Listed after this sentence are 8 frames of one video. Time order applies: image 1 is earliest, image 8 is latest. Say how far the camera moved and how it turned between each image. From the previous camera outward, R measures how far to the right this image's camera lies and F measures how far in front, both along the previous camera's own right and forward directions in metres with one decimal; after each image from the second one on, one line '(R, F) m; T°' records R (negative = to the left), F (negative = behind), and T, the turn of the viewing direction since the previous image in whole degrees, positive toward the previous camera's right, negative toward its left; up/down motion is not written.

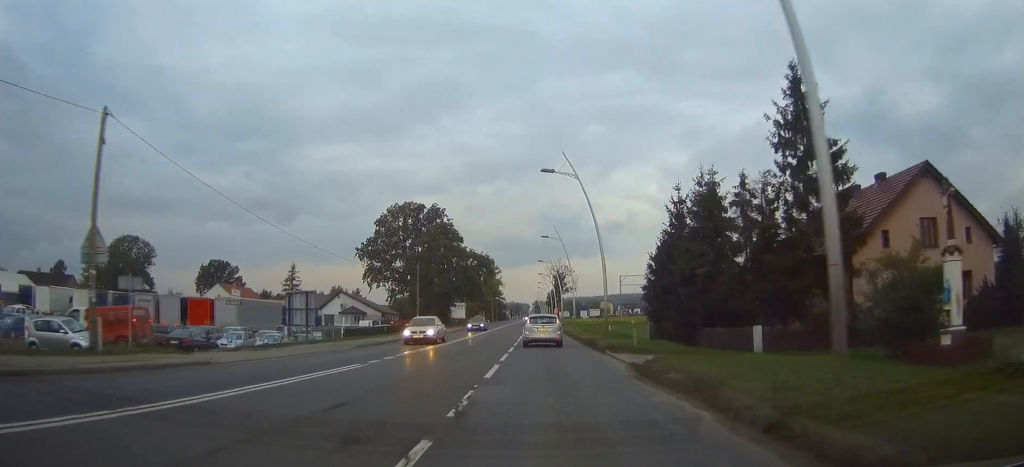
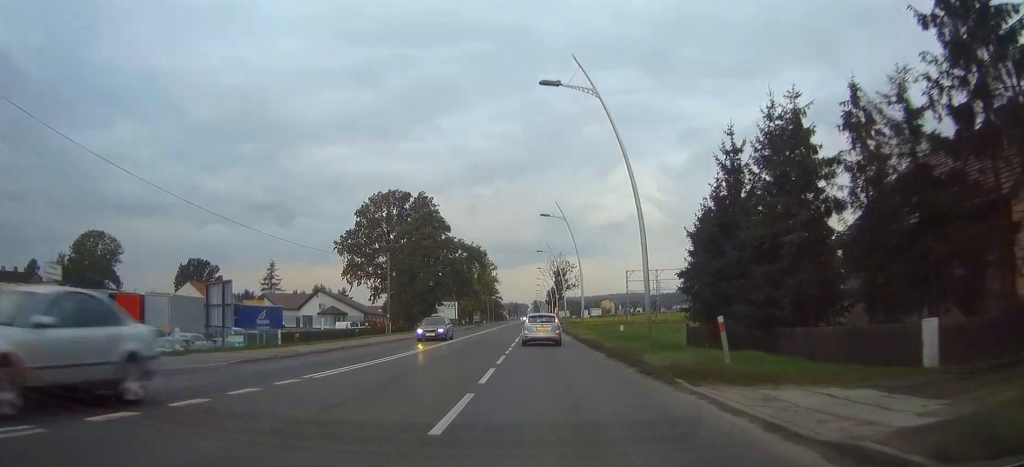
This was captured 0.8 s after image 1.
(0.0, +13.2) m; 0°
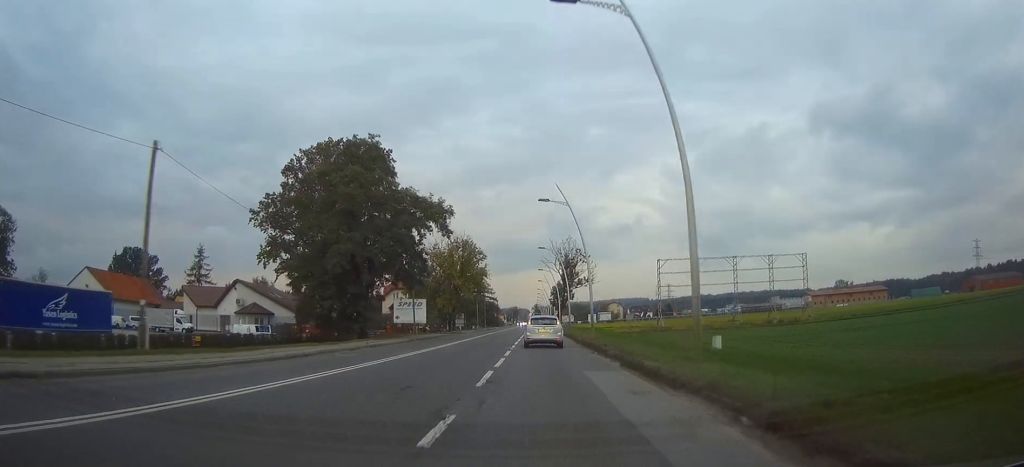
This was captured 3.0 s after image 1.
(+0.2, +36.0) m; 0°
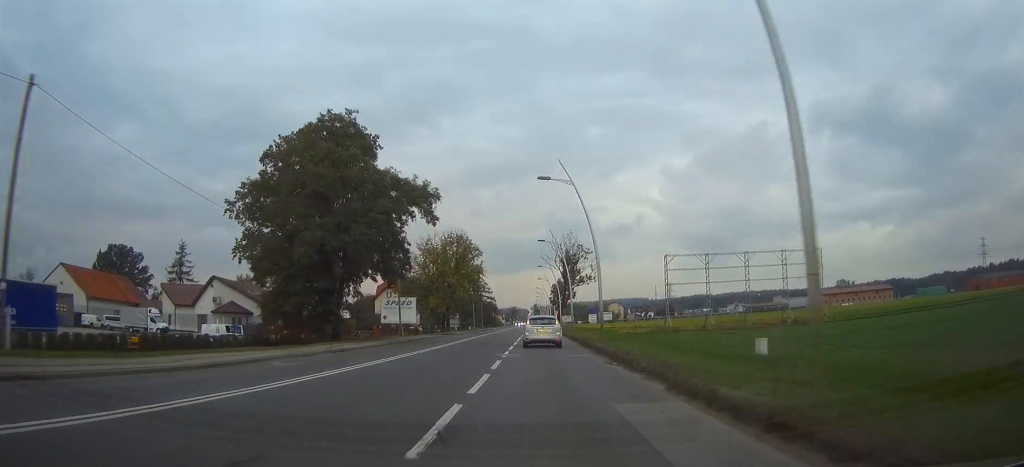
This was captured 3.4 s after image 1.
(+0.1, +6.7) m; 0°
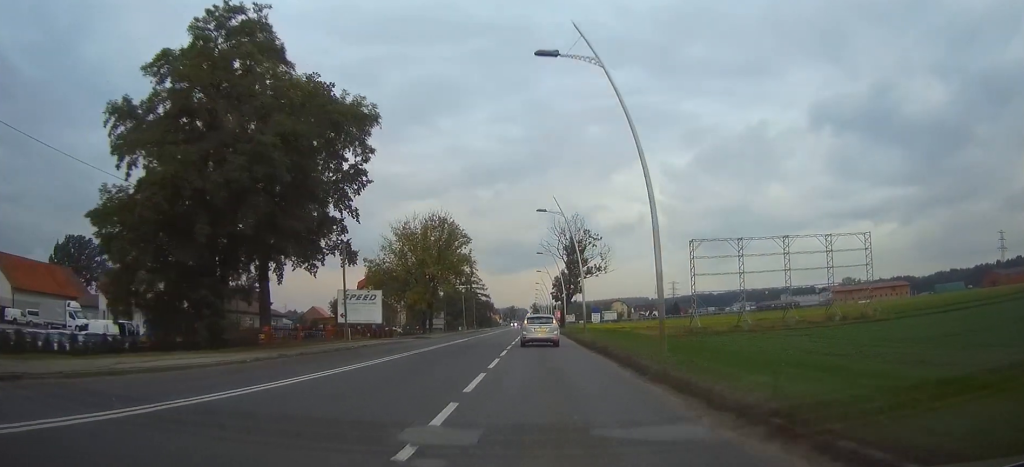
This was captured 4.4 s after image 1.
(-0.2, +17.3) m; 0°
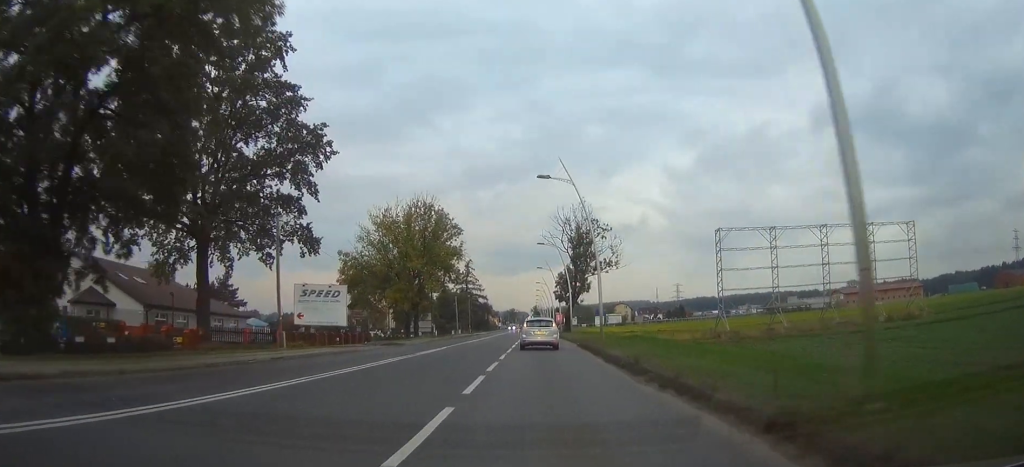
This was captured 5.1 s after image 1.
(0.0, +11.9) m; 0°
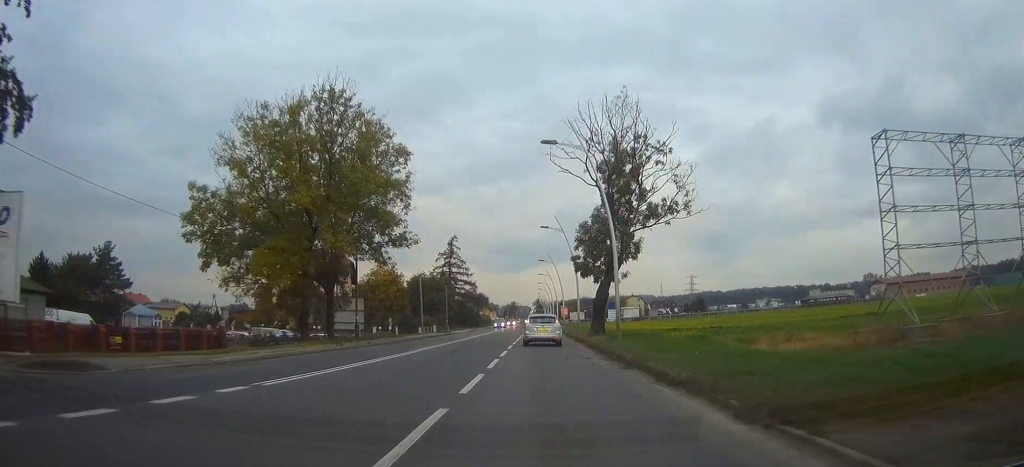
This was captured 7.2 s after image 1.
(+0.1, +35.5) m; +1°
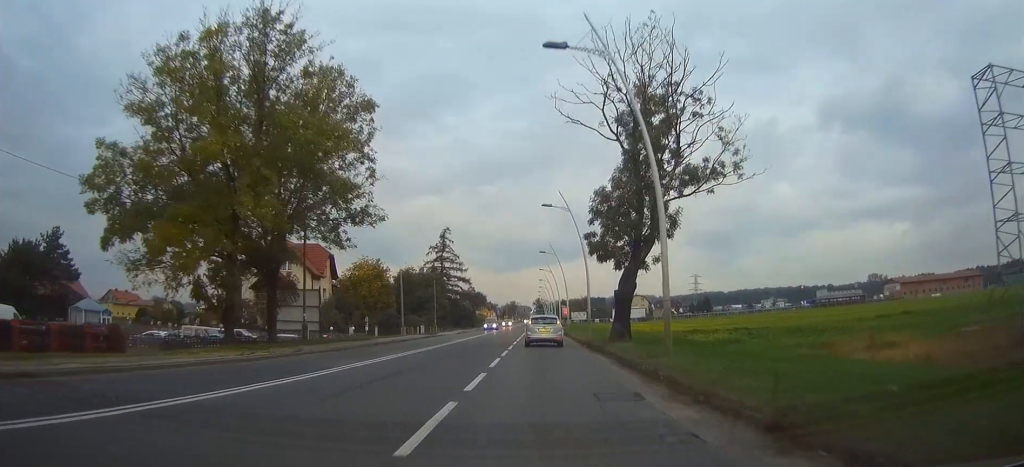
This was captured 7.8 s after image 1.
(0.0, +10.9) m; 0°
